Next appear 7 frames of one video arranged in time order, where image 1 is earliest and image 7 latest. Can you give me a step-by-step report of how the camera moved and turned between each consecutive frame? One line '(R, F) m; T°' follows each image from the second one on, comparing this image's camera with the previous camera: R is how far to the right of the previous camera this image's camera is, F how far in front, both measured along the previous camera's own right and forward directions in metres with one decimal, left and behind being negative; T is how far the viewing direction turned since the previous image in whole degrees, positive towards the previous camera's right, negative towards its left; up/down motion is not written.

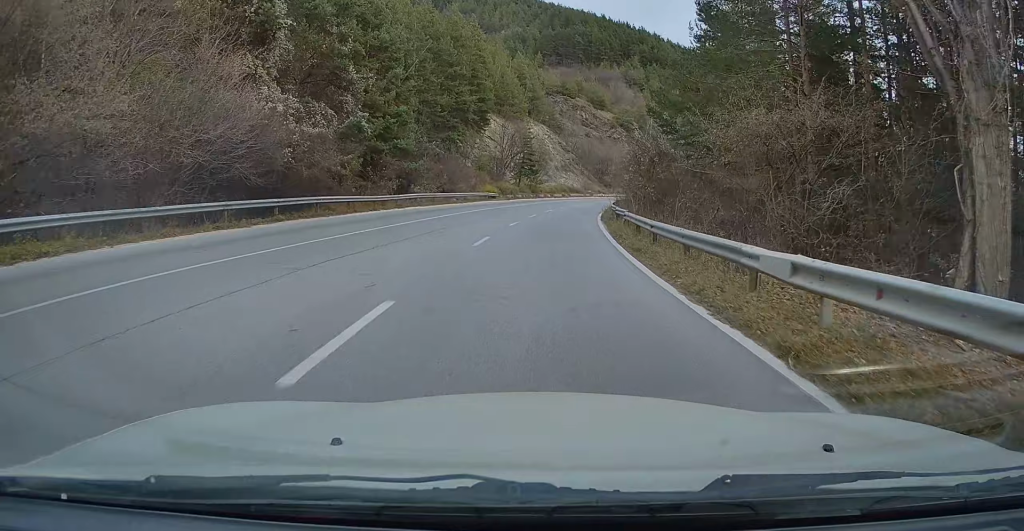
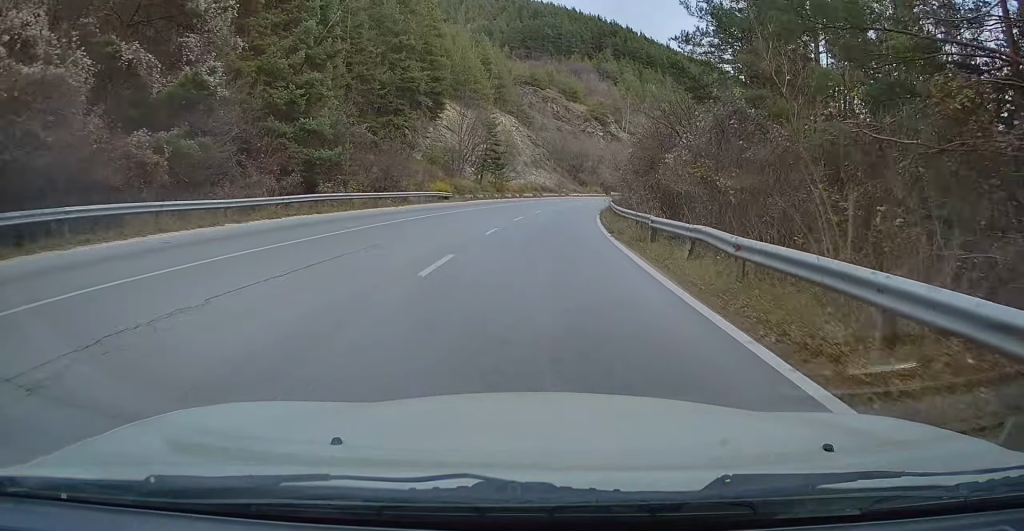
(+0.2, +14.5) m; +3°
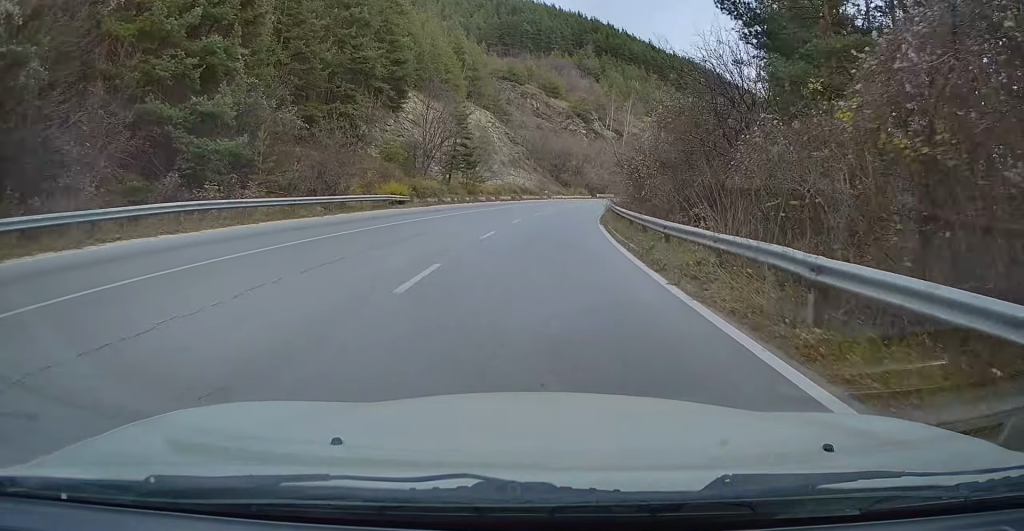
(+0.4, +10.0) m; +2°
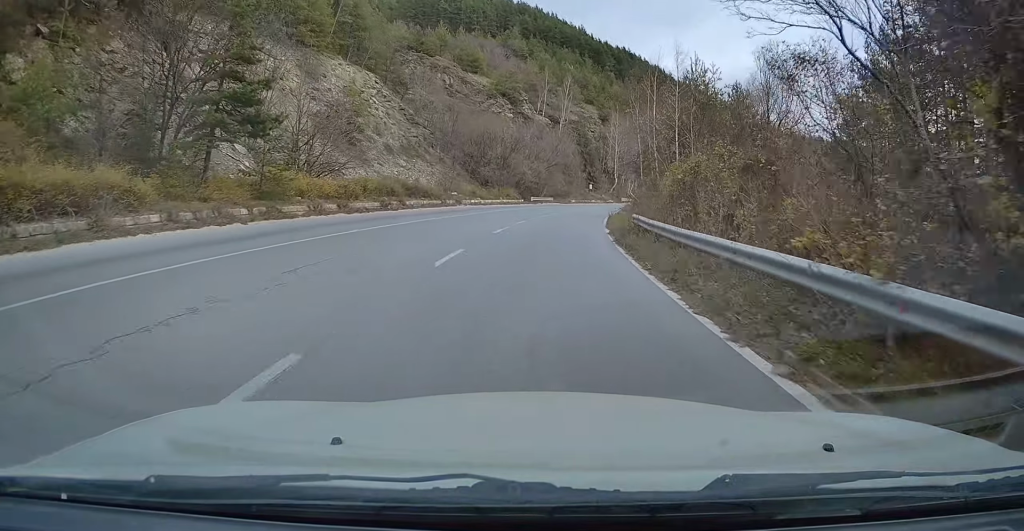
(+1.8, +32.4) m; +6°
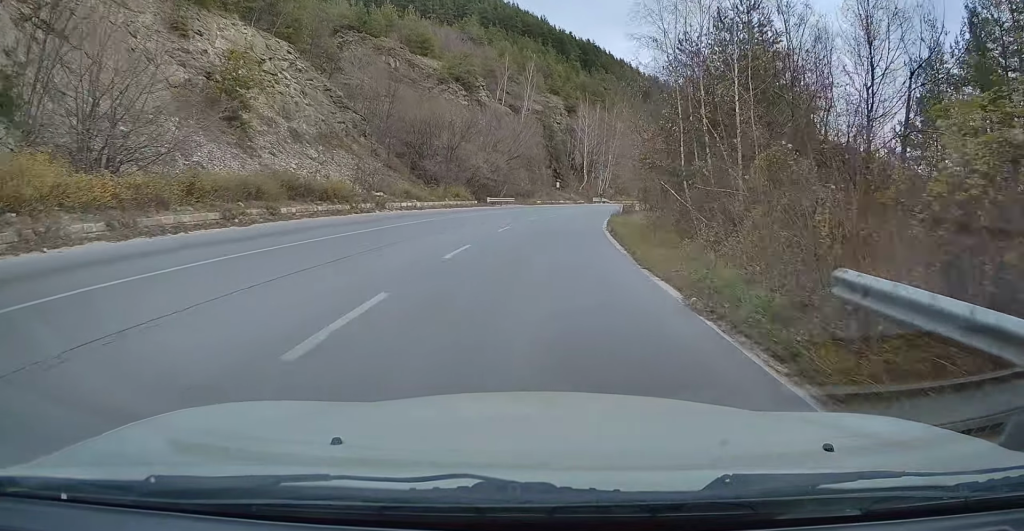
(+0.4, +14.8) m; +3°
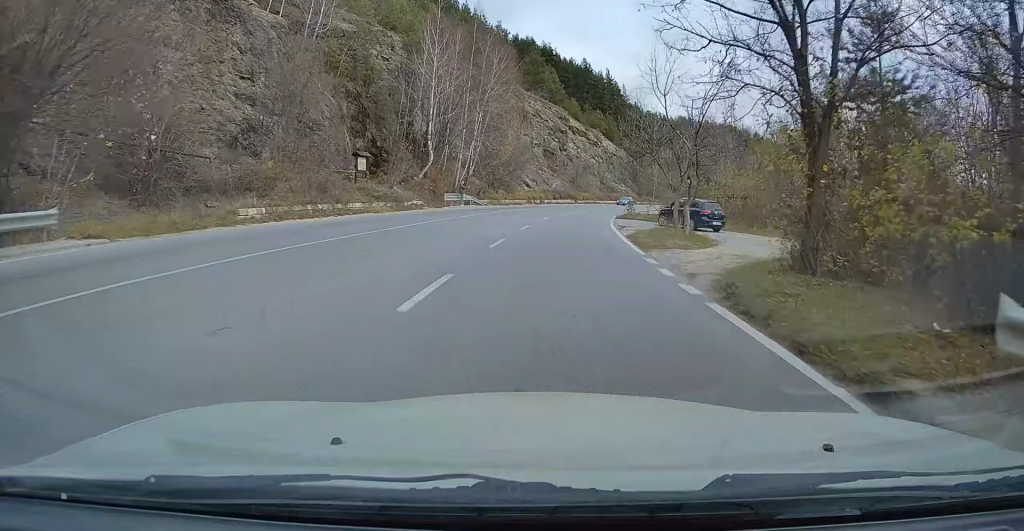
(+5.2, +52.7) m; +12°
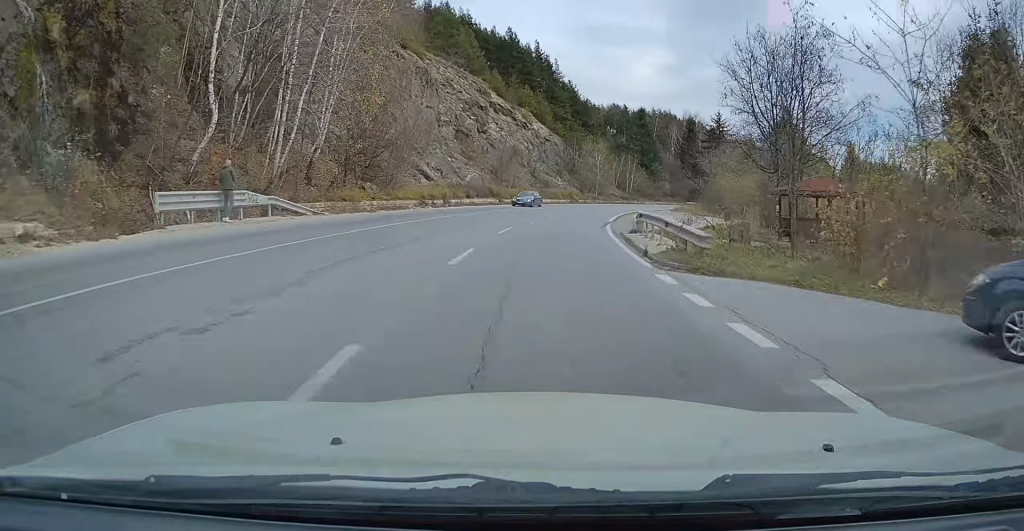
(+1.8, +29.1) m; +7°
